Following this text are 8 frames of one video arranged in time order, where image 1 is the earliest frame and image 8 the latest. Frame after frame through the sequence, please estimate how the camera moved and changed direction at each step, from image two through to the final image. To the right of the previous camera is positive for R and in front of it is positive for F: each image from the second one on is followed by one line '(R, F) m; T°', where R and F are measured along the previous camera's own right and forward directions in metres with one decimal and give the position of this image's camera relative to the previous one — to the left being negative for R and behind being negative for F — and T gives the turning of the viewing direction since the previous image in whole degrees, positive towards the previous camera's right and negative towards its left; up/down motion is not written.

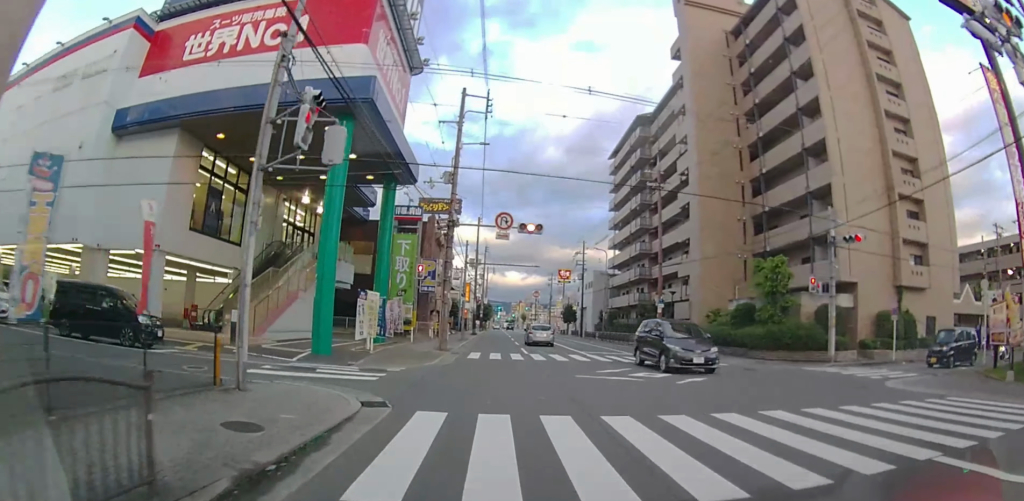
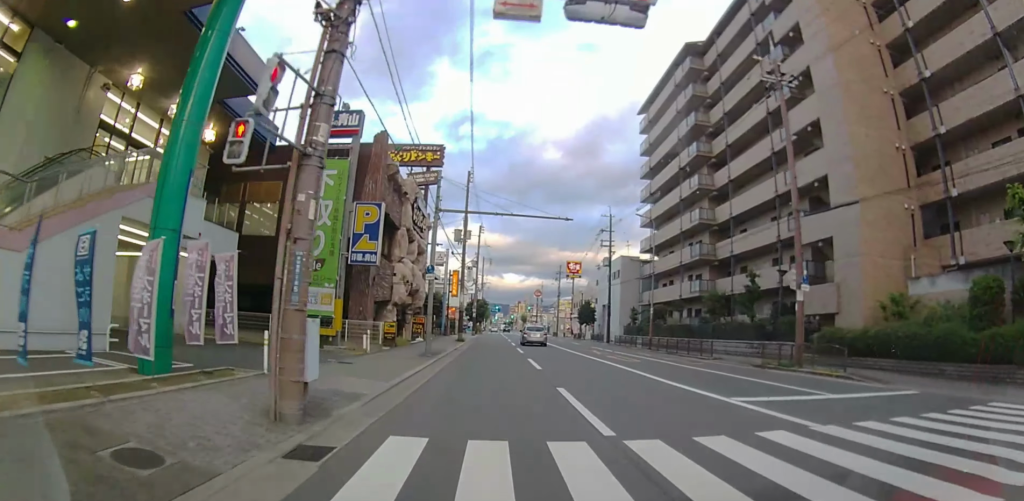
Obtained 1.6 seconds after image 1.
(+0.4, +18.7) m; +3°
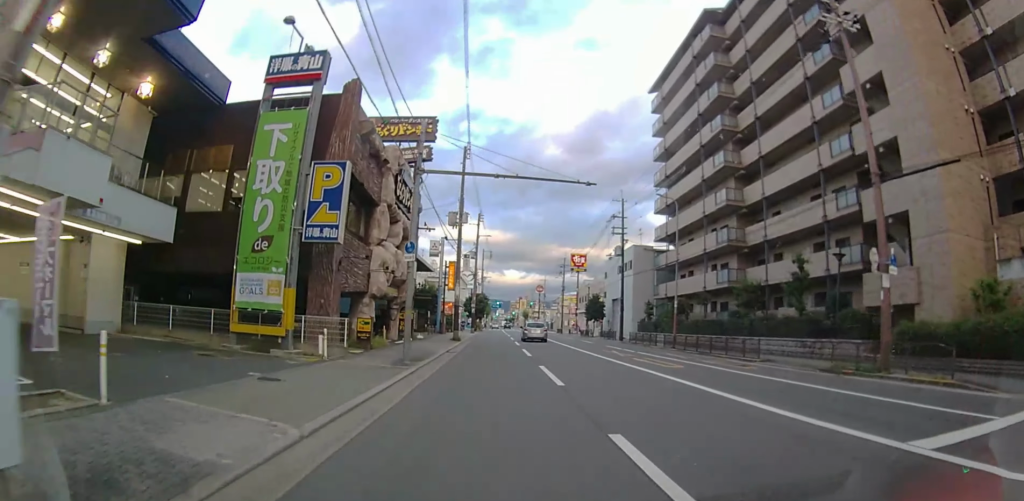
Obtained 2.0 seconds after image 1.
(+0.1, +5.1) m; 0°
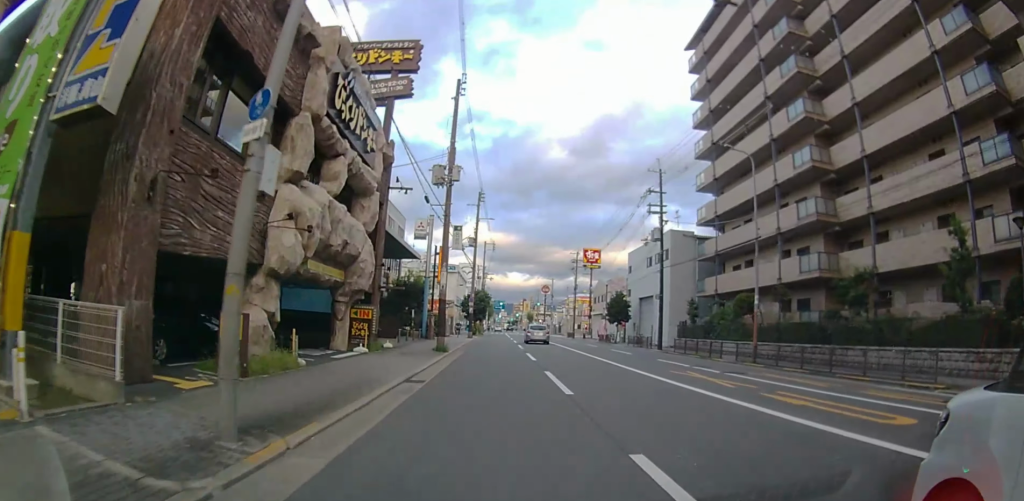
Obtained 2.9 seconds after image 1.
(0.0, +11.1) m; -1°
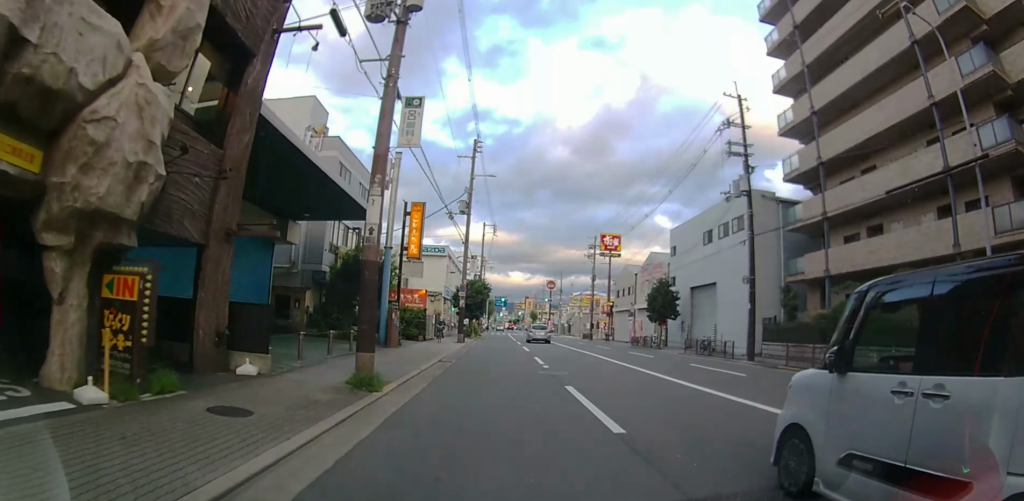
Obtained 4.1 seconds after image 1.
(-0.4, +13.9) m; -3°
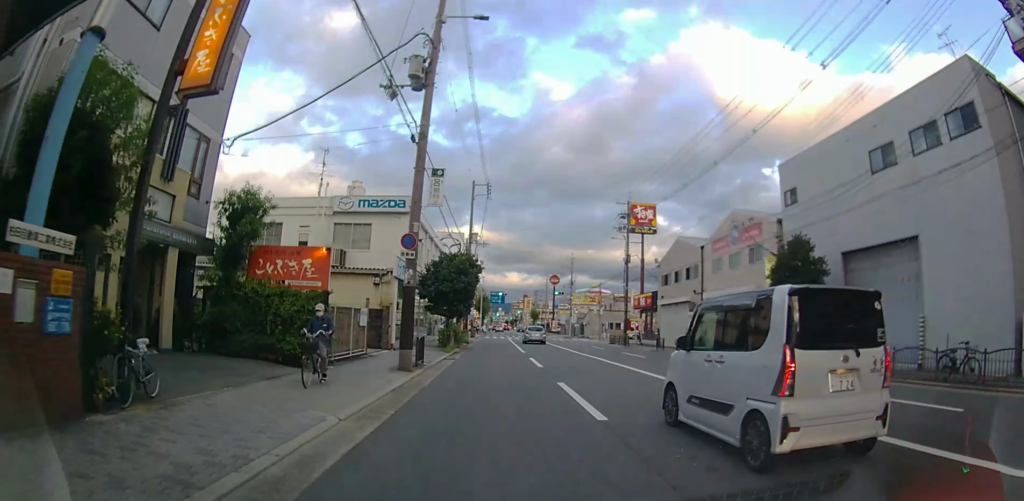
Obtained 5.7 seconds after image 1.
(-0.2, +19.0) m; 0°
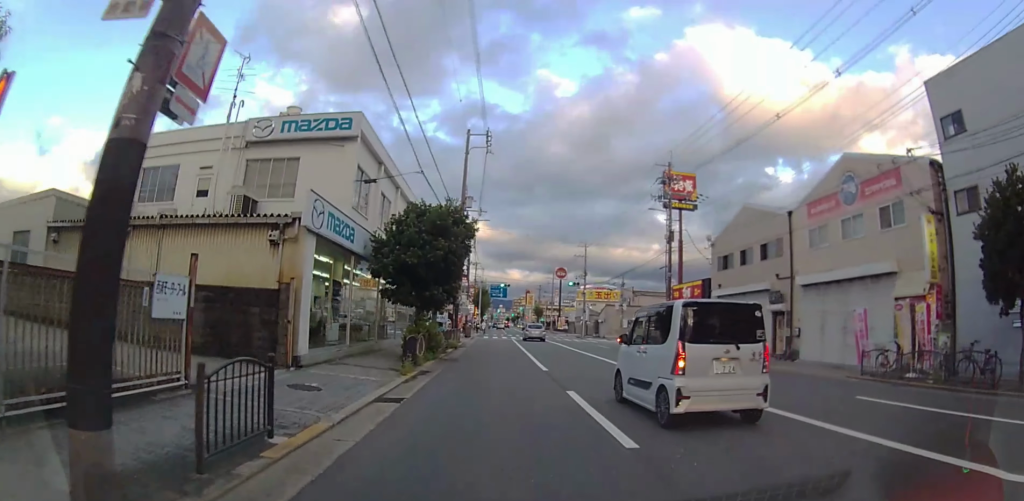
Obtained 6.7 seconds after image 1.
(0.0, +11.8) m; 0°
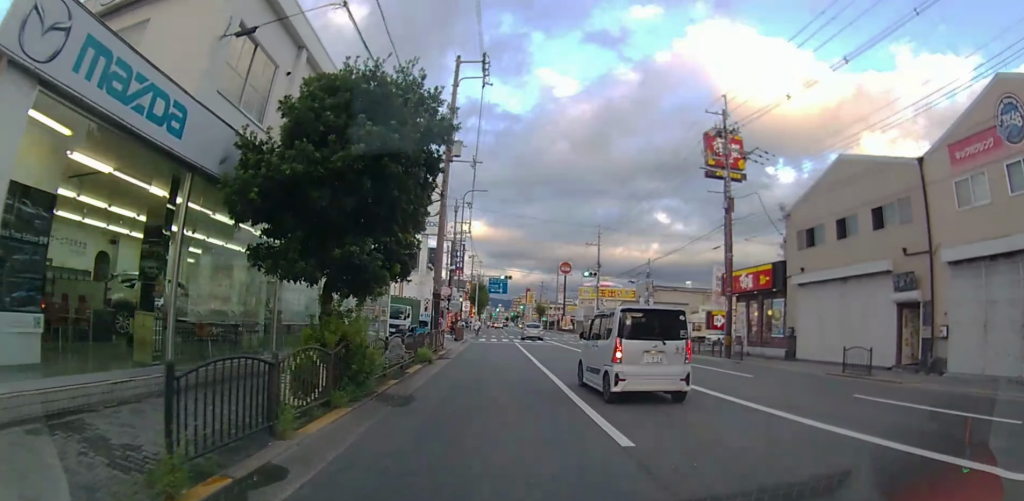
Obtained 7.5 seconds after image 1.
(-0.1, +9.7) m; 0°
